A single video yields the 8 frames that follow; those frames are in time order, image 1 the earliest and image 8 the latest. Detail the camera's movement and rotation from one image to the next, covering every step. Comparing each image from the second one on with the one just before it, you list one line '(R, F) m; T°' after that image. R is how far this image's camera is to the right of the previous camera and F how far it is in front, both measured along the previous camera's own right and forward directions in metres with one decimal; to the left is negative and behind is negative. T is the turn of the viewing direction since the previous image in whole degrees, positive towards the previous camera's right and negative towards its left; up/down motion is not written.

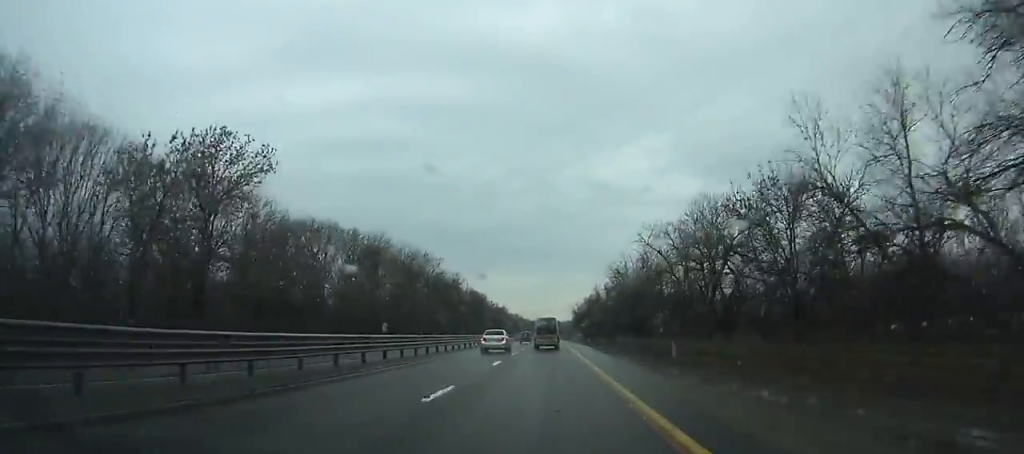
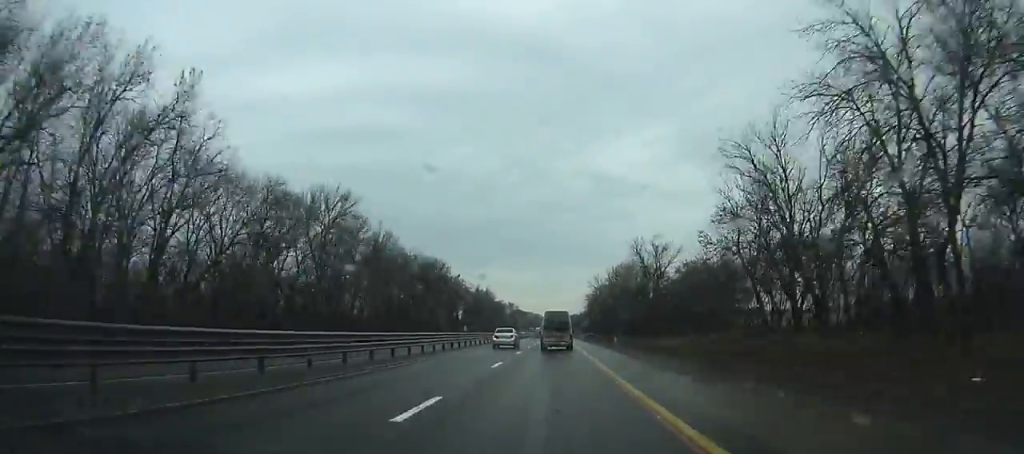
(-0.5, +73.0) m; 0°
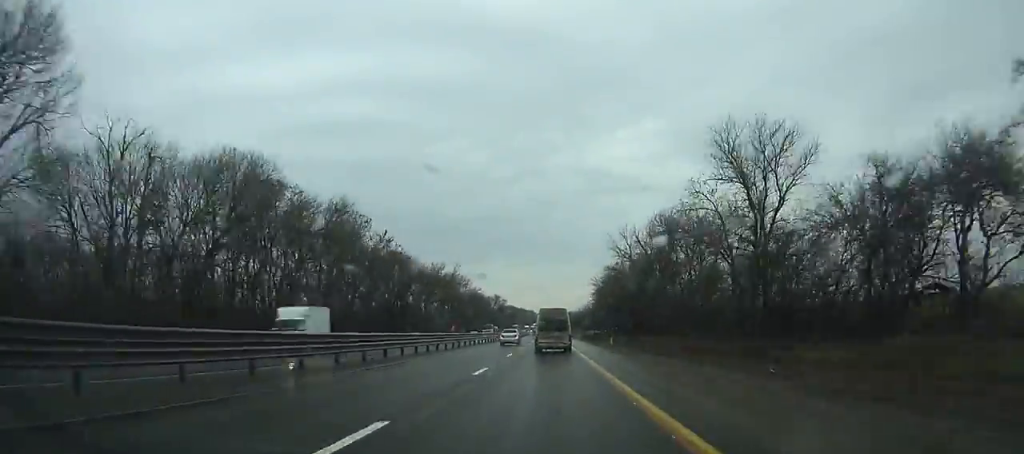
(0.0, +51.0) m; 0°
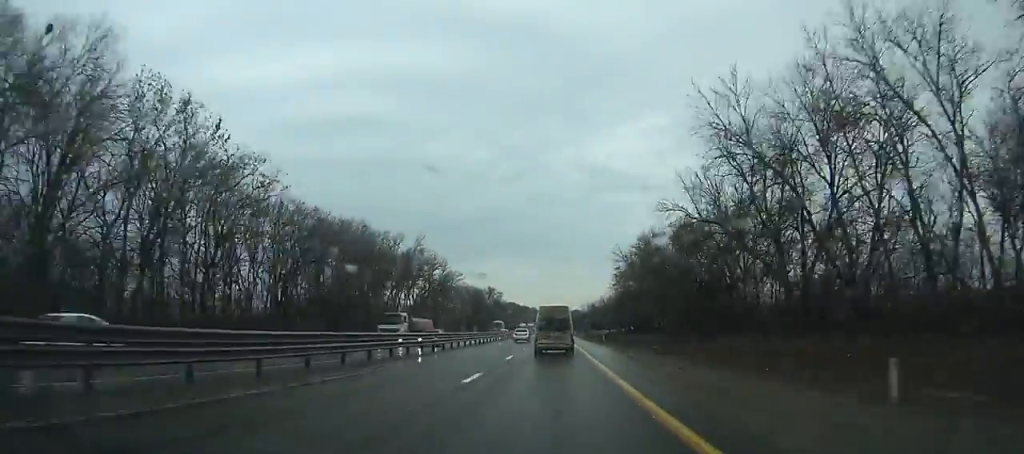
(-0.1, +38.8) m; 0°
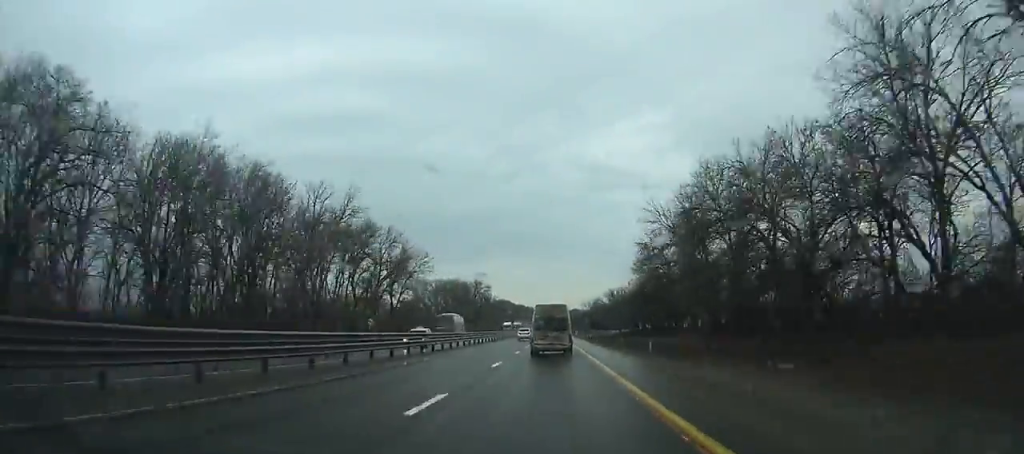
(+0.1, +30.5) m; 0°
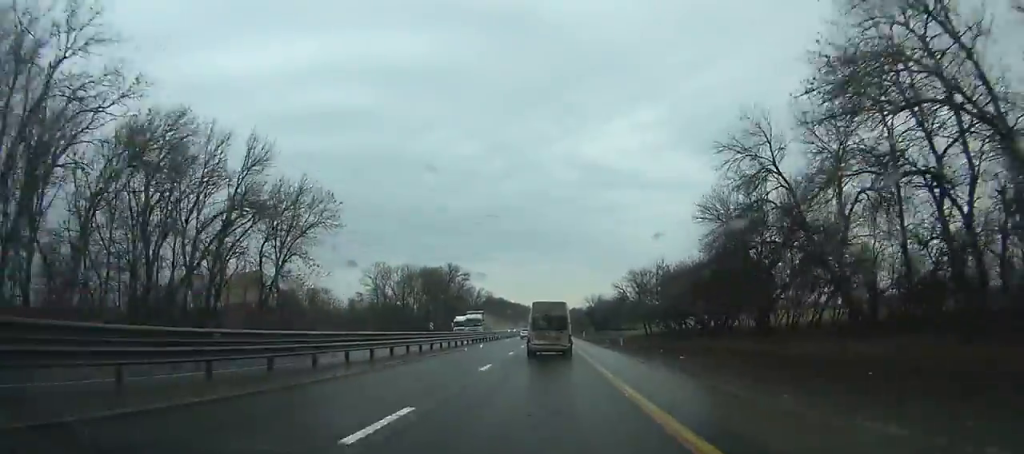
(+0.1, +37.9) m; 0°
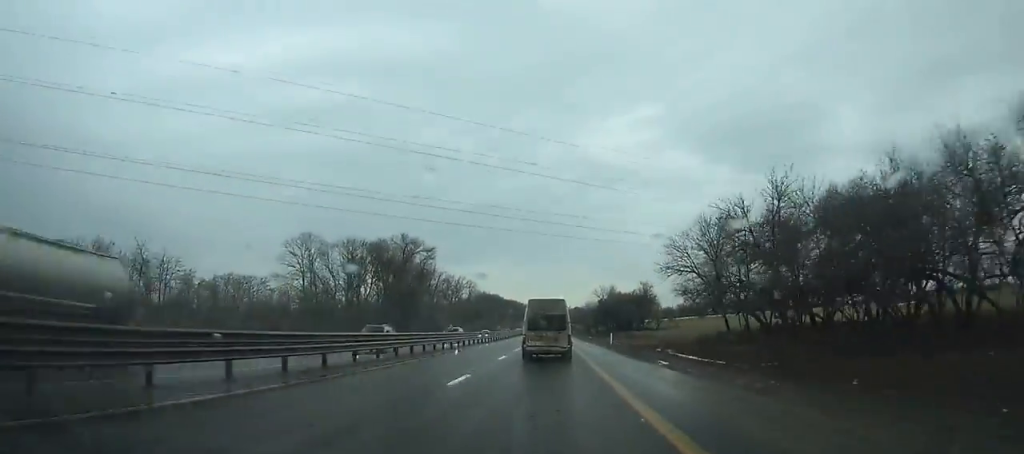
(+0.2, +41.2) m; 0°
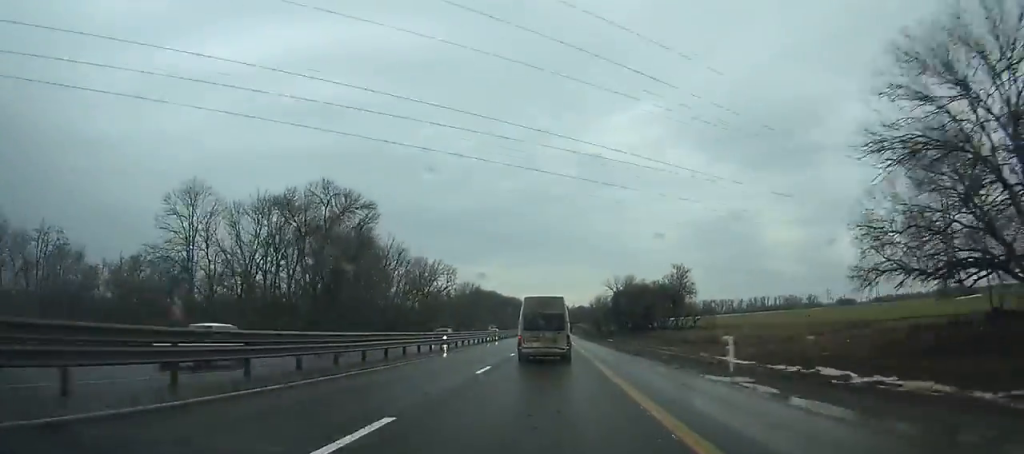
(-0.1, +31.4) m; 0°
